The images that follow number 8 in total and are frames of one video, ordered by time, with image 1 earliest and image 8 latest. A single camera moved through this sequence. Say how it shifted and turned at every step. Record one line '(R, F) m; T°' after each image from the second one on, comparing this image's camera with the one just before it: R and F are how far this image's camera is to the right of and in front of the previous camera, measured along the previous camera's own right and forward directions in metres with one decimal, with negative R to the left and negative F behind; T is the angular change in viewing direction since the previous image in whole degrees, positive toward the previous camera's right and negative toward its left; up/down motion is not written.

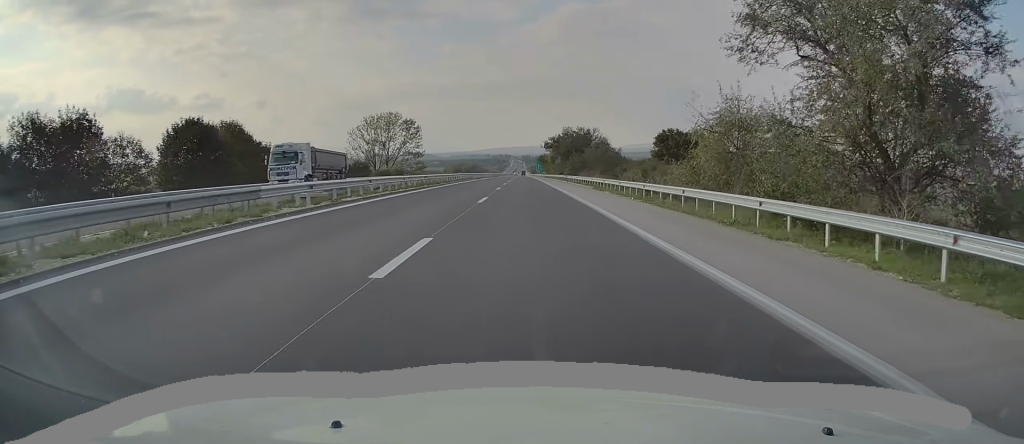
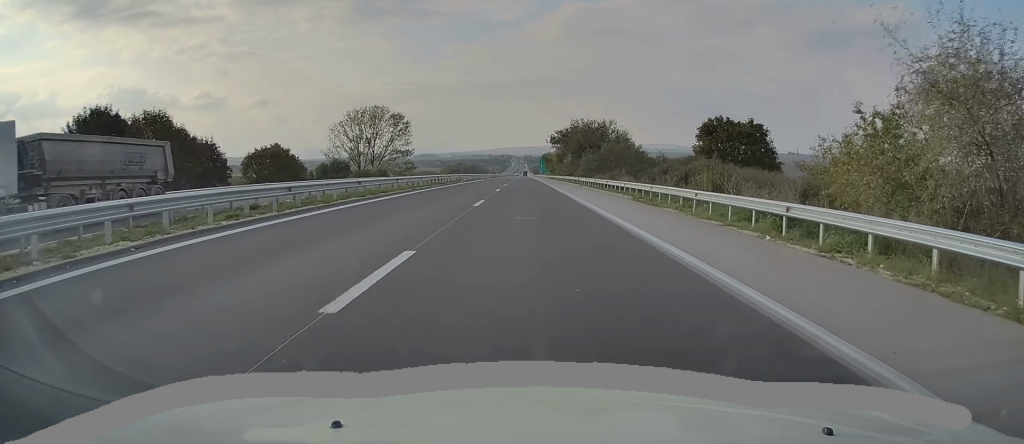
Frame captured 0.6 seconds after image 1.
(0.0, +17.8) m; 0°
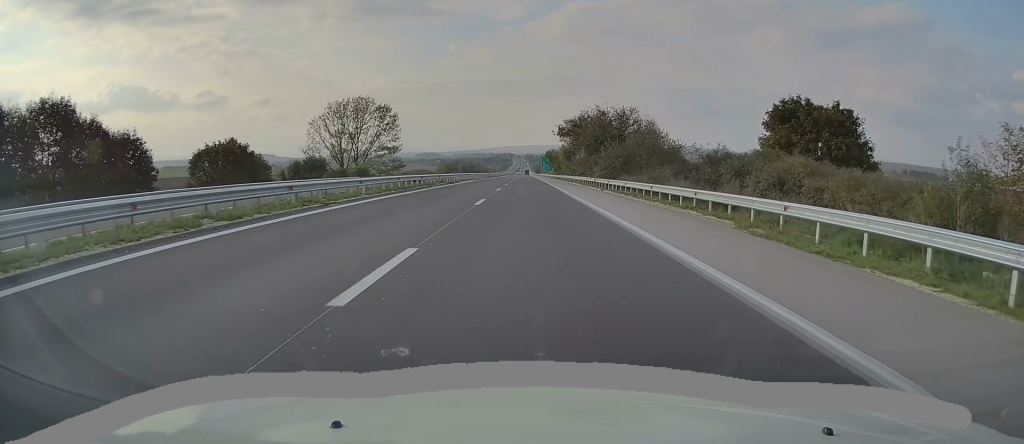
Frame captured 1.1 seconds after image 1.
(+0.1, +15.8) m; -1°
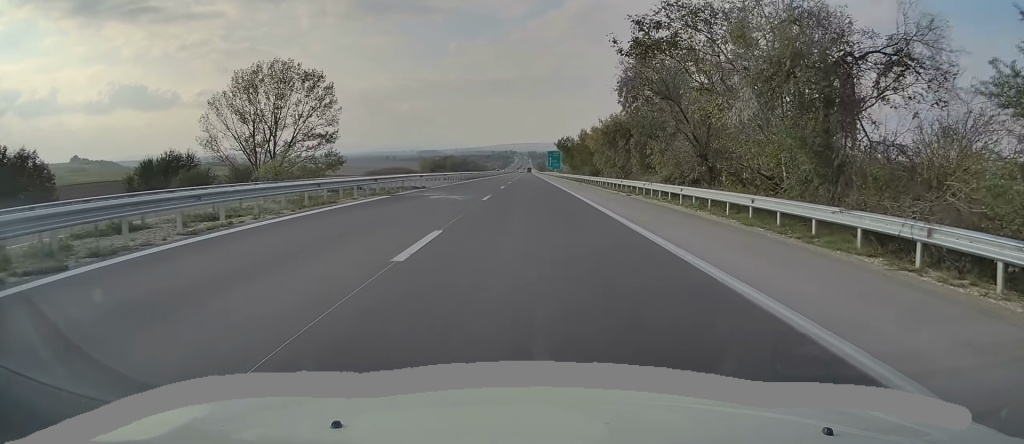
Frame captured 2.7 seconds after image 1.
(-0.3, +45.4) m; 0°
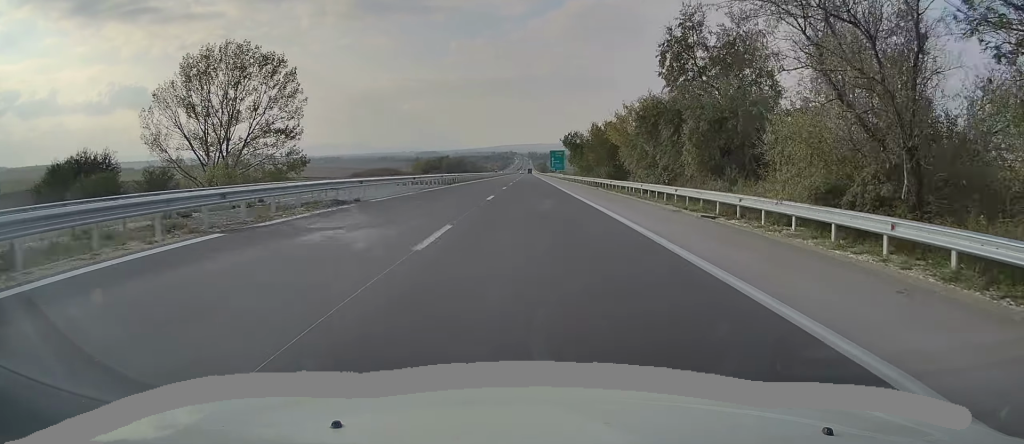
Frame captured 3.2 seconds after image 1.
(+0.1, +14.8) m; 0°
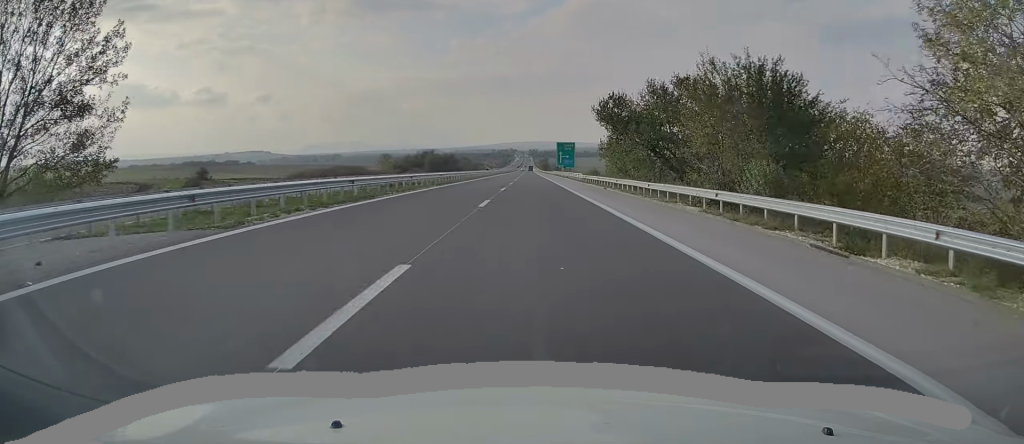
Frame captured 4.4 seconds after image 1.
(-0.1, +37.7) m; -1°
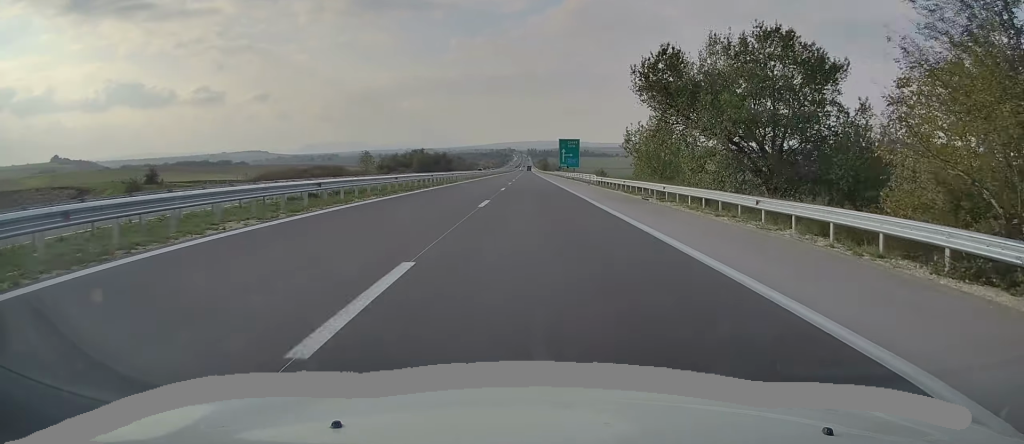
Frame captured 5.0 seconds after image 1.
(-0.2, +15.8) m; 0°
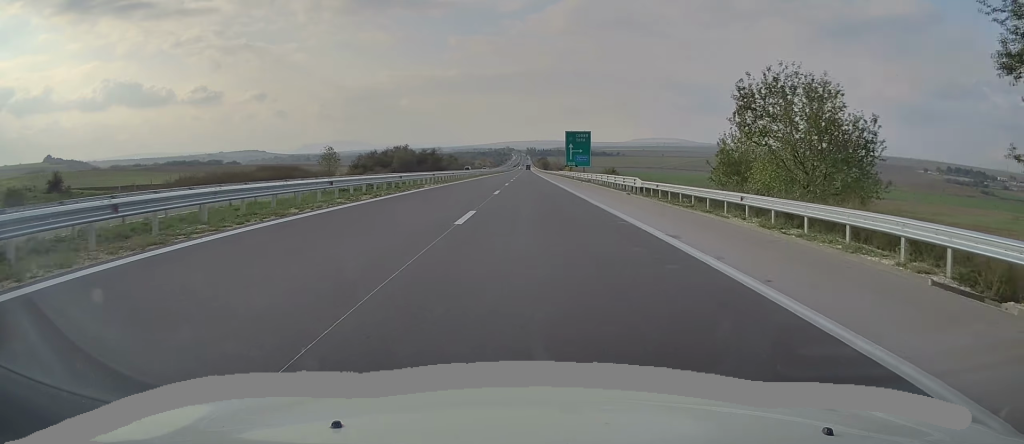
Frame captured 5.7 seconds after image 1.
(+0.1, +22.8) m; 0°
